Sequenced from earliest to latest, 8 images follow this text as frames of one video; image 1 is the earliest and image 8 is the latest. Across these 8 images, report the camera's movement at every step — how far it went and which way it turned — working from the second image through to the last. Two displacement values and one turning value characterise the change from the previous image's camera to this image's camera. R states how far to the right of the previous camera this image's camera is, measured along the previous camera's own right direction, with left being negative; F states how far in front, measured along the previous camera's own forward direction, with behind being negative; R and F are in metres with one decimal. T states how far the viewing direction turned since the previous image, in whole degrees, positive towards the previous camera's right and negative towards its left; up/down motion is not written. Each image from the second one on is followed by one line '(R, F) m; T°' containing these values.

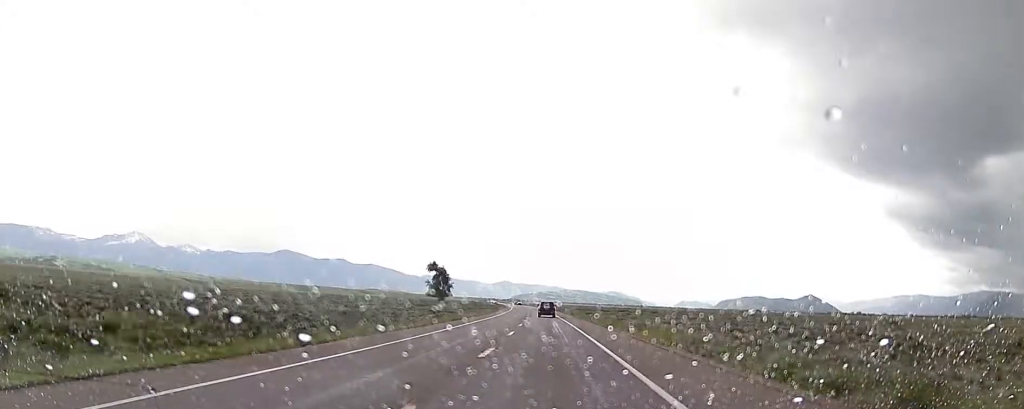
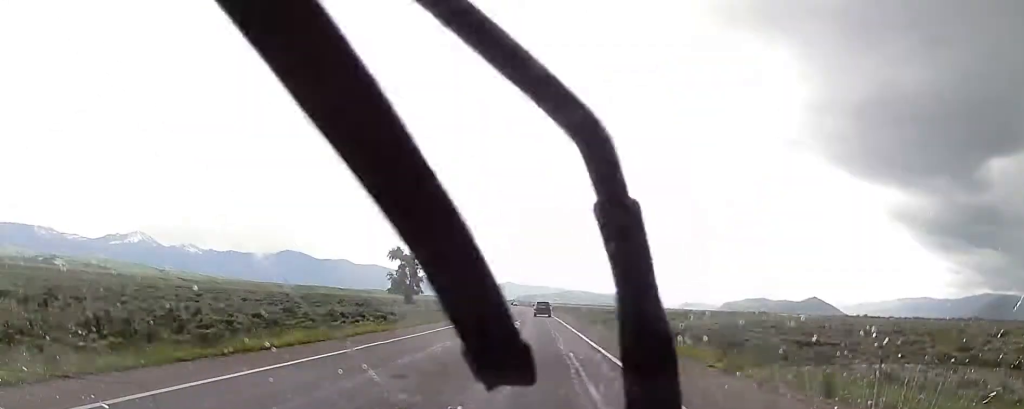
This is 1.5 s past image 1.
(-0.2, +36.9) m; 0°
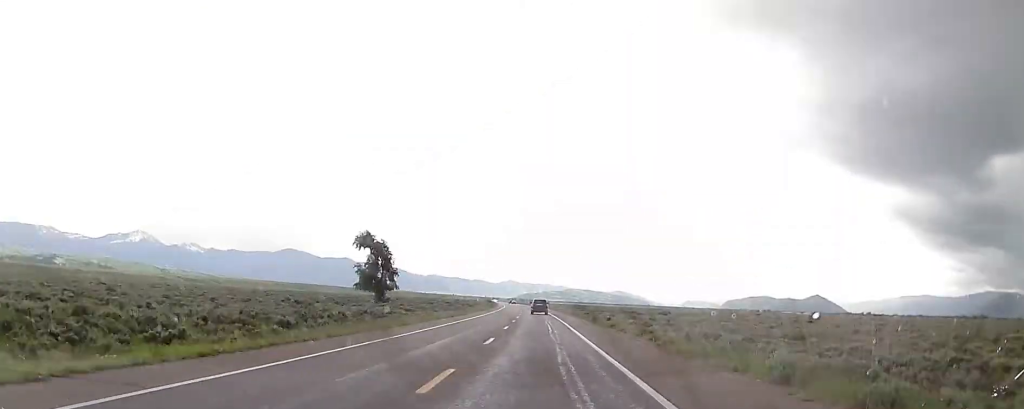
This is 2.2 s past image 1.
(0.0, +19.5) m; 0°
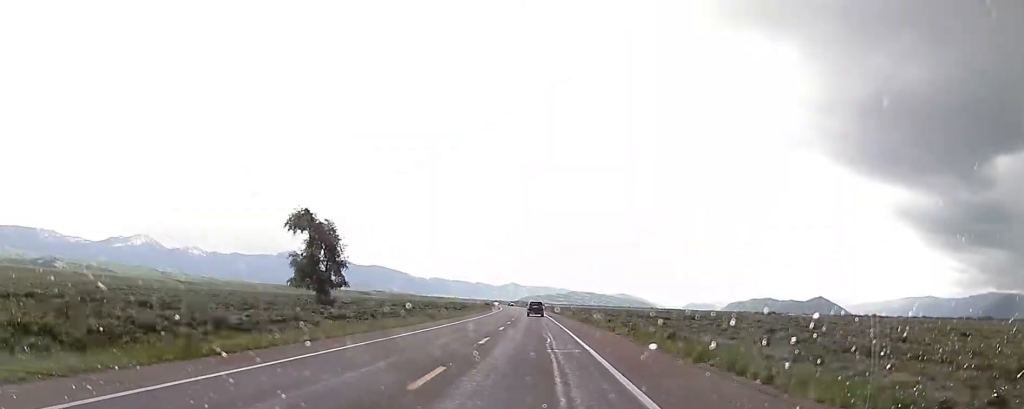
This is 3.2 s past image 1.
(-0.2, +23.9) m; 0°
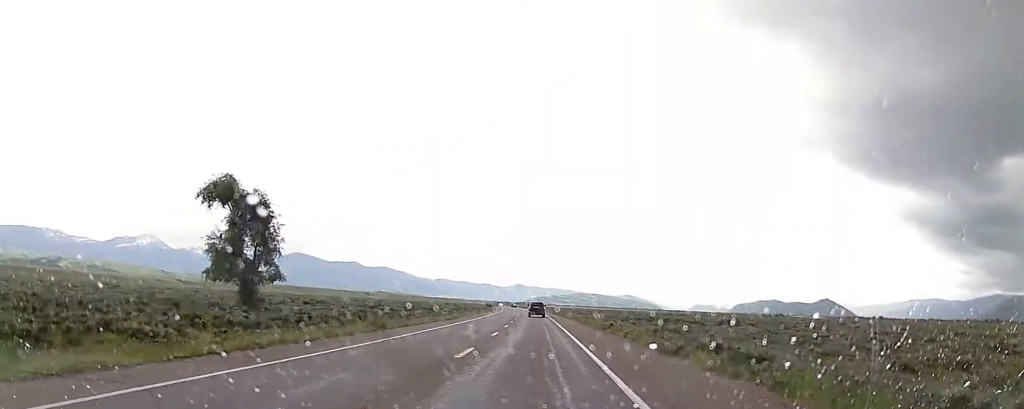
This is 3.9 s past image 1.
(+0.4, +17.9) m; 0°
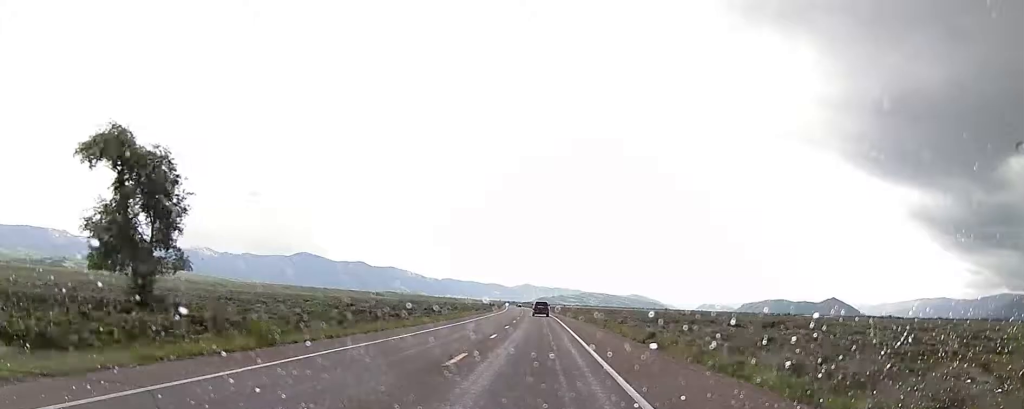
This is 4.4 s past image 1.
(-0.2, +14.5) m; -1°
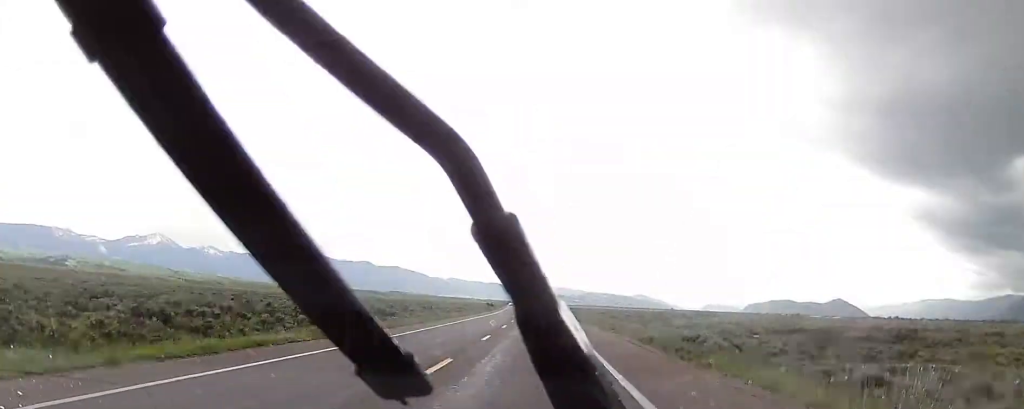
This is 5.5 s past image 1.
(-0.3, +26.6) m; -1°
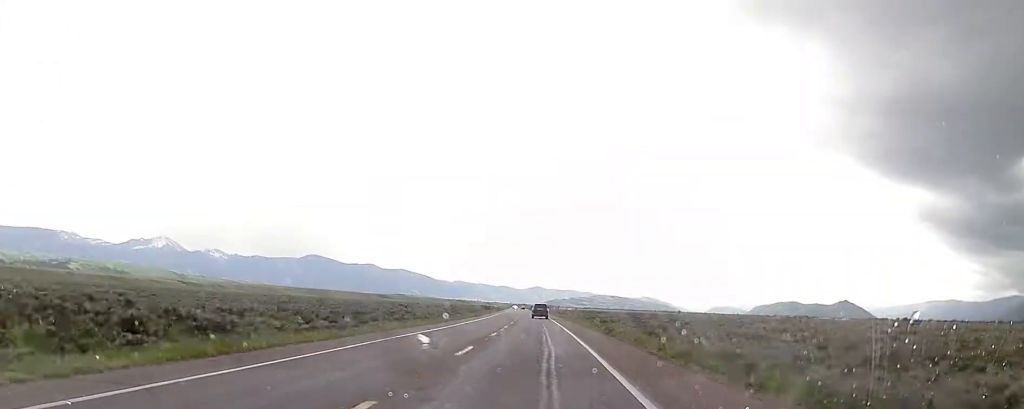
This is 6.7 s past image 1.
(0.0, +31.1) m; -1°
